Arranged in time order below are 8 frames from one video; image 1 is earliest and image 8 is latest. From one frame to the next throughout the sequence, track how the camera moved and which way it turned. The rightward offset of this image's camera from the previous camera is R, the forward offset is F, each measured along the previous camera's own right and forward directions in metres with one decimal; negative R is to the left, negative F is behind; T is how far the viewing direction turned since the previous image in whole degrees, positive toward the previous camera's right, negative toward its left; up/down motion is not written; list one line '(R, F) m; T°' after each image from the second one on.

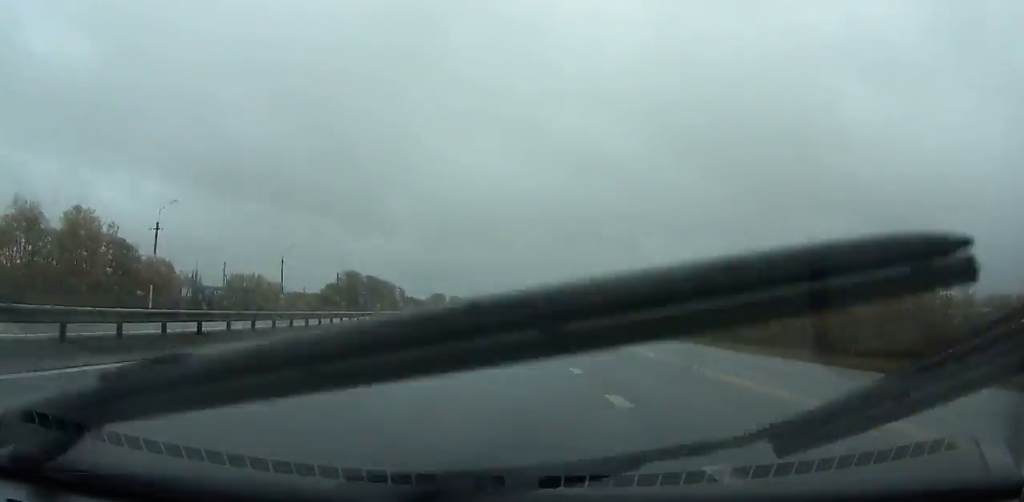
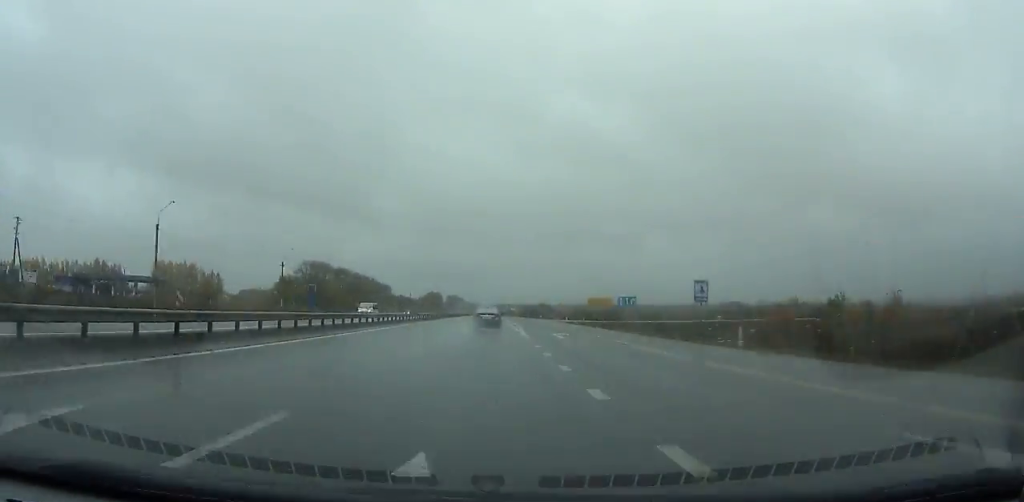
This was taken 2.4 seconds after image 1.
(+0.1, +69.1) m; 0°
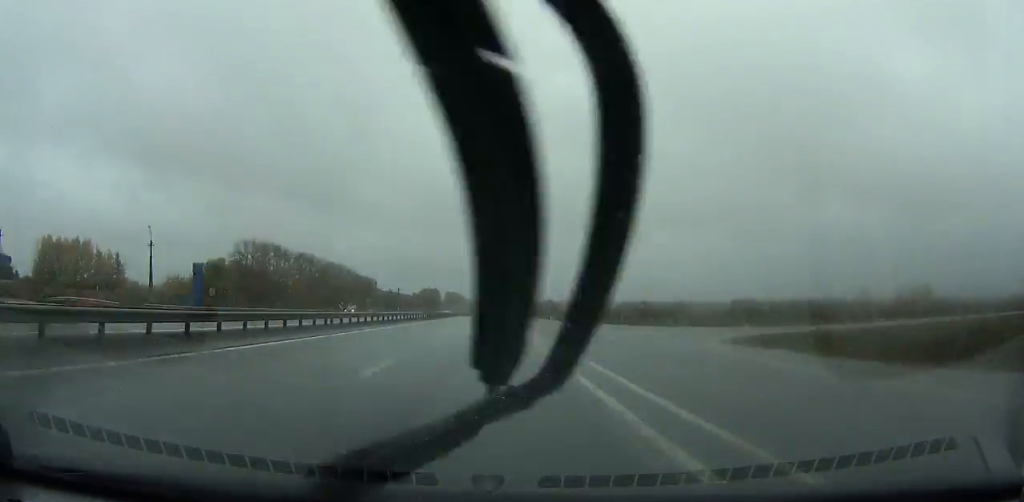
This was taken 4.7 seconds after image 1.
(-0.1, +65.3) m; 0°
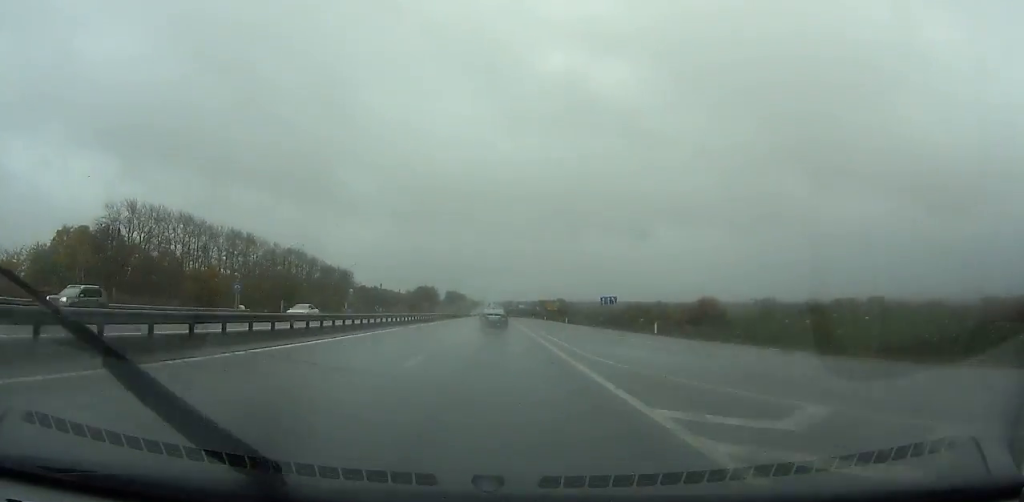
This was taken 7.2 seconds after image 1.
(-0.2, +70.0) m; 0°
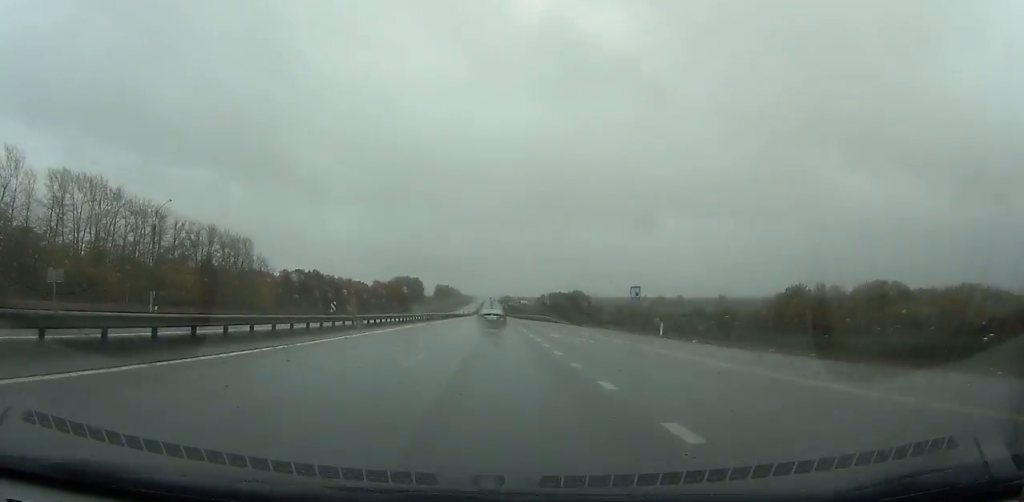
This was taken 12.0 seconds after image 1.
(+0.5, +133.0) m; 0°
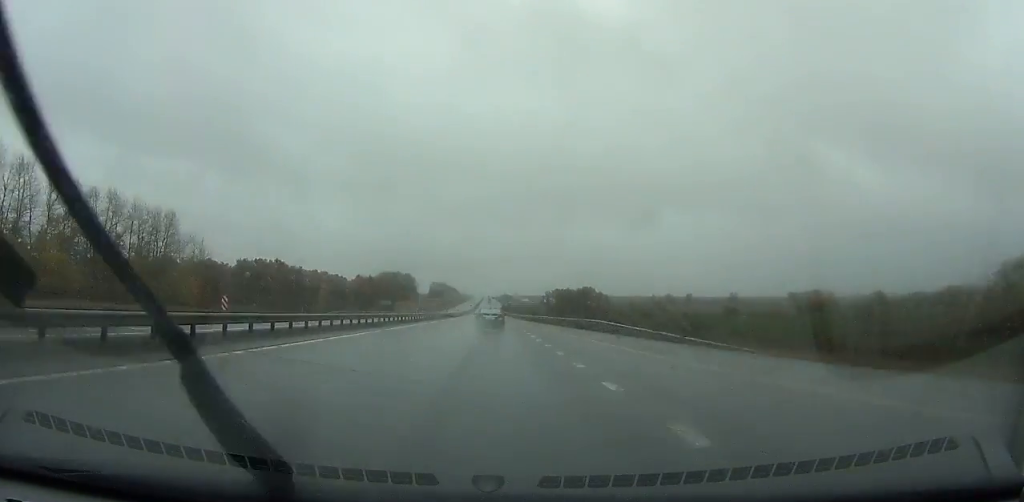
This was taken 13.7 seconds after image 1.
(+0.1, +46.9) m; 0°
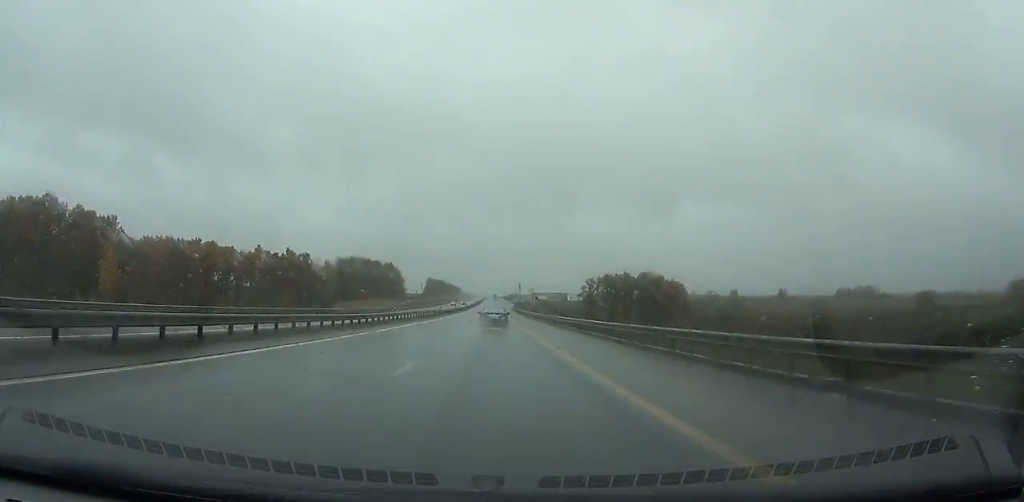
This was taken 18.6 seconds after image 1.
(-0.7, +136.3) m; 0°
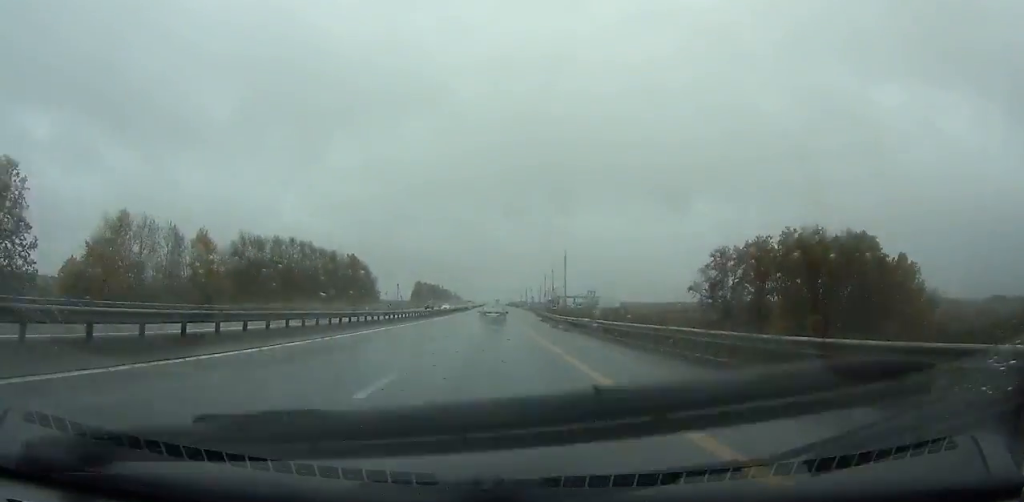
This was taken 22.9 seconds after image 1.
(-0.5, +122.1) m; 0°
